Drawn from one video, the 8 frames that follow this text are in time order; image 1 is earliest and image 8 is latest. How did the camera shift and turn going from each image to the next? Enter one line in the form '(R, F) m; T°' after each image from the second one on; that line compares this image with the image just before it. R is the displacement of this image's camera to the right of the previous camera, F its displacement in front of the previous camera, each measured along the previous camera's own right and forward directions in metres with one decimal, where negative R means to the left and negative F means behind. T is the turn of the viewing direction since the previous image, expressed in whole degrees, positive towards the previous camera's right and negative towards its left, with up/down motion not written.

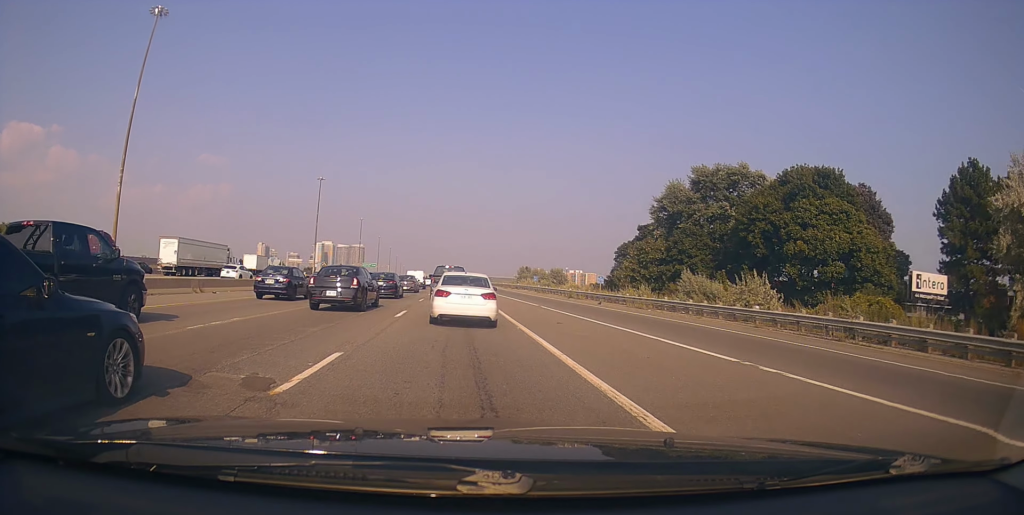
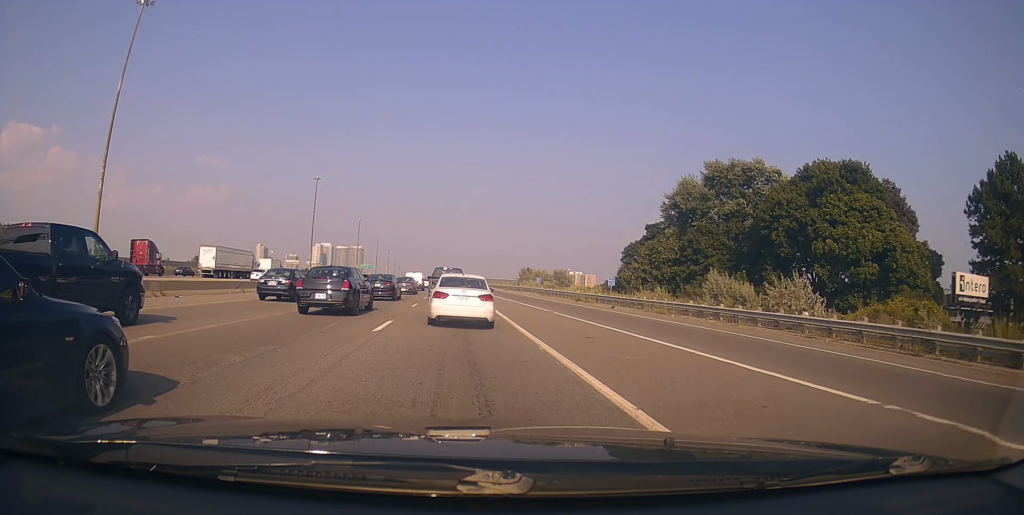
(0.0, +4.3) m; 0°
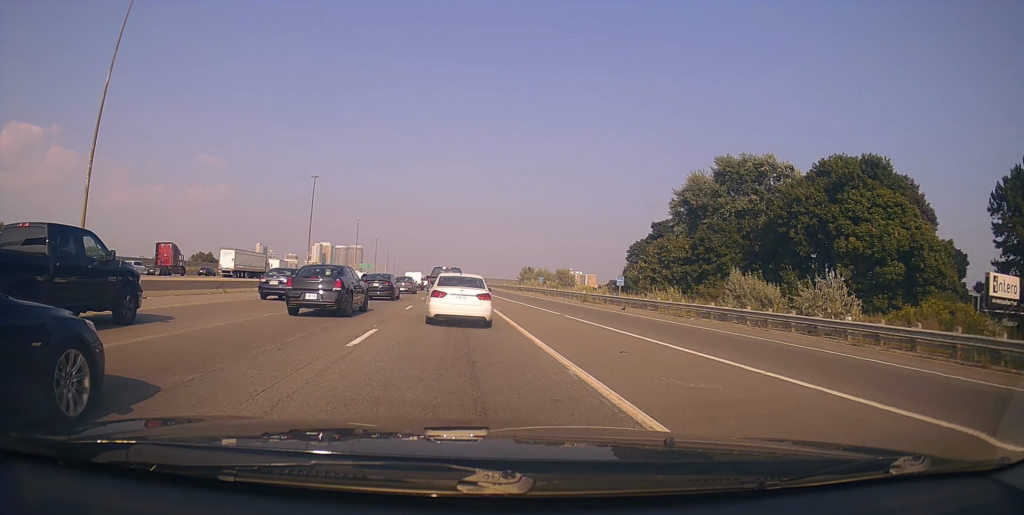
(+0.3, +2.9) m; 0°
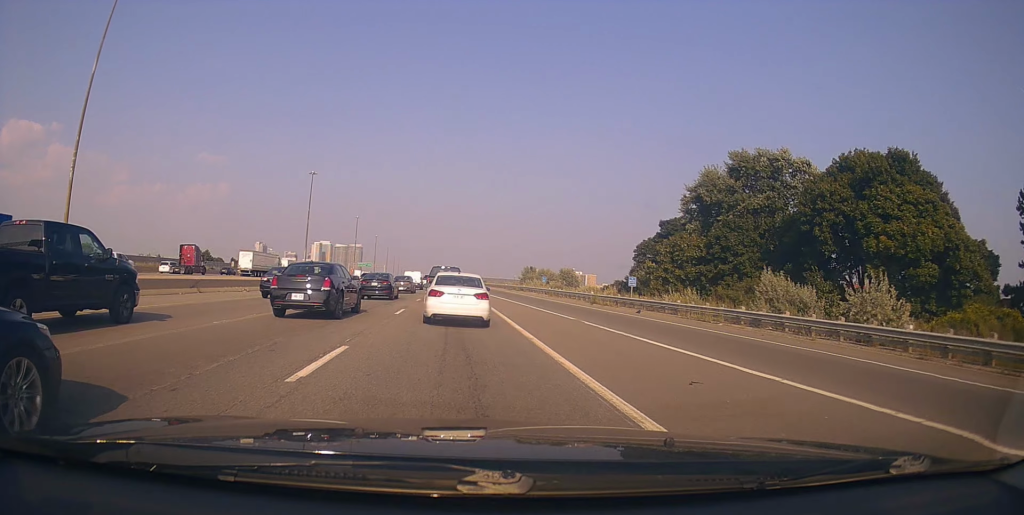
(0.0, +3.4) m; 0°
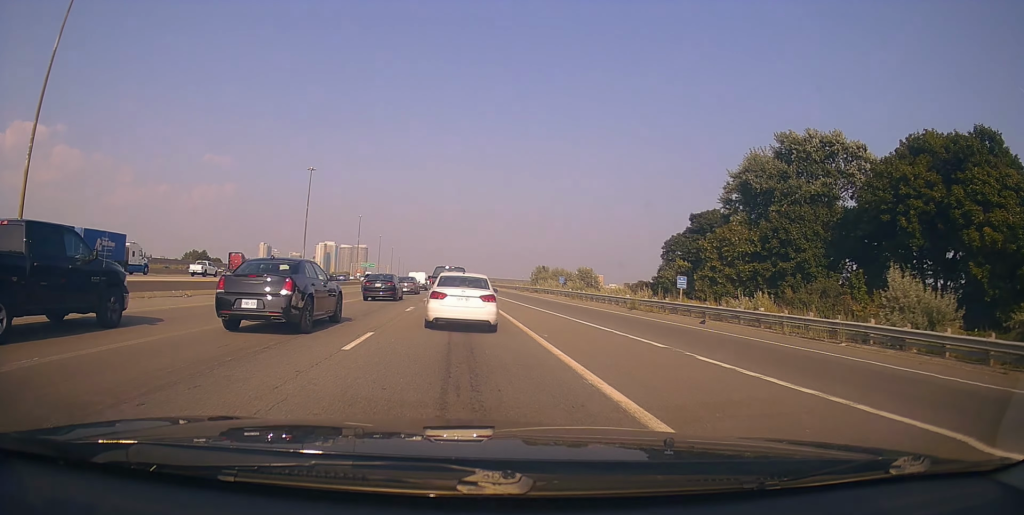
(0.0, +8.8) m; +2°
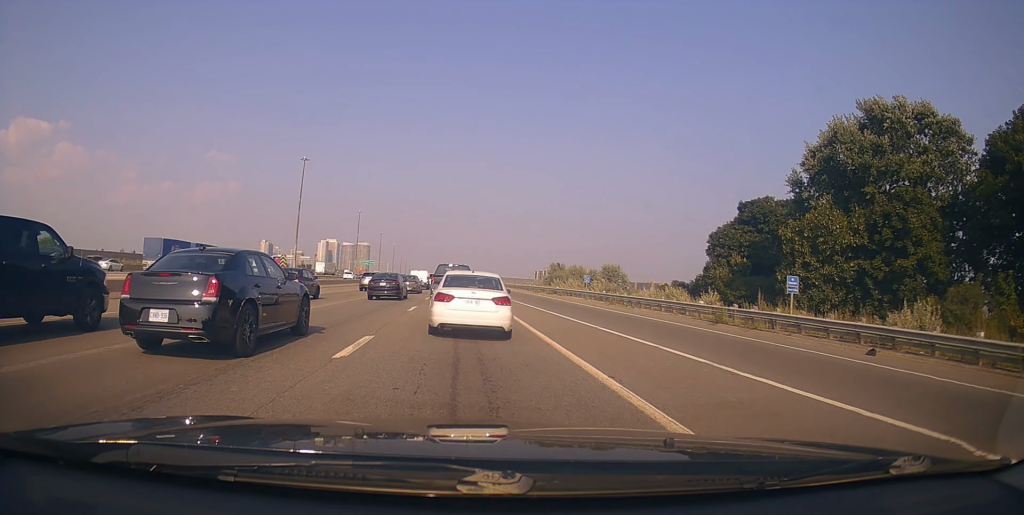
(-0.7, +13.3) m; -3°
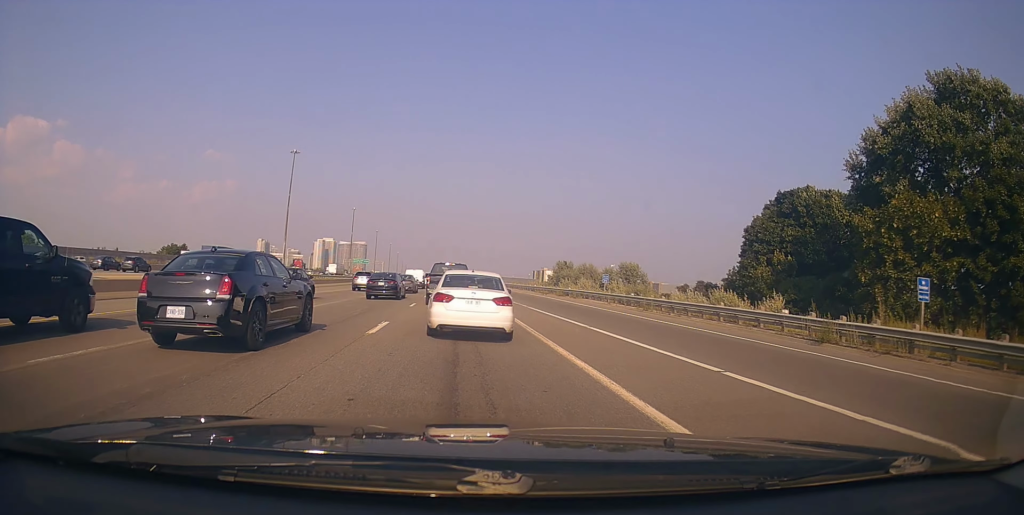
(+0.6, +9.2) m; +2°
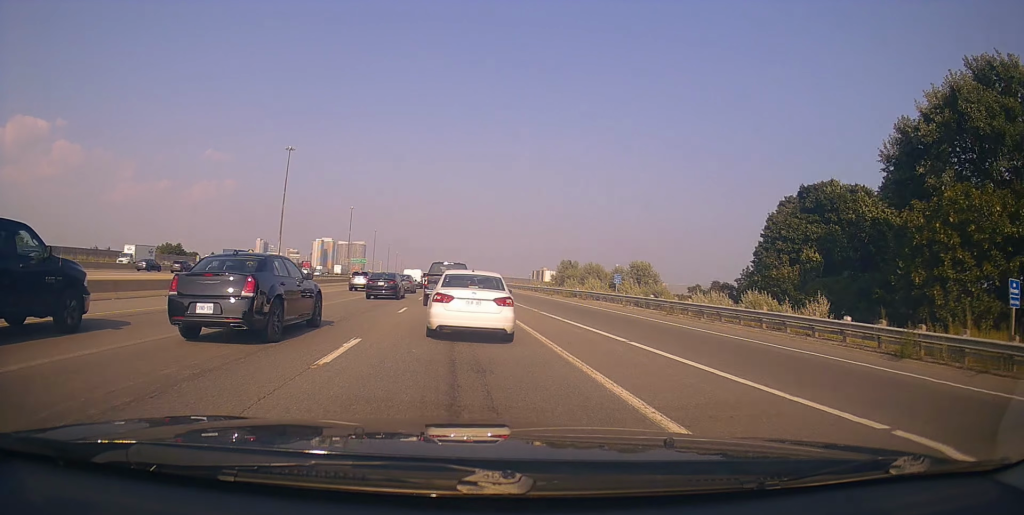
(-0.4, +4.4) m; -1°
